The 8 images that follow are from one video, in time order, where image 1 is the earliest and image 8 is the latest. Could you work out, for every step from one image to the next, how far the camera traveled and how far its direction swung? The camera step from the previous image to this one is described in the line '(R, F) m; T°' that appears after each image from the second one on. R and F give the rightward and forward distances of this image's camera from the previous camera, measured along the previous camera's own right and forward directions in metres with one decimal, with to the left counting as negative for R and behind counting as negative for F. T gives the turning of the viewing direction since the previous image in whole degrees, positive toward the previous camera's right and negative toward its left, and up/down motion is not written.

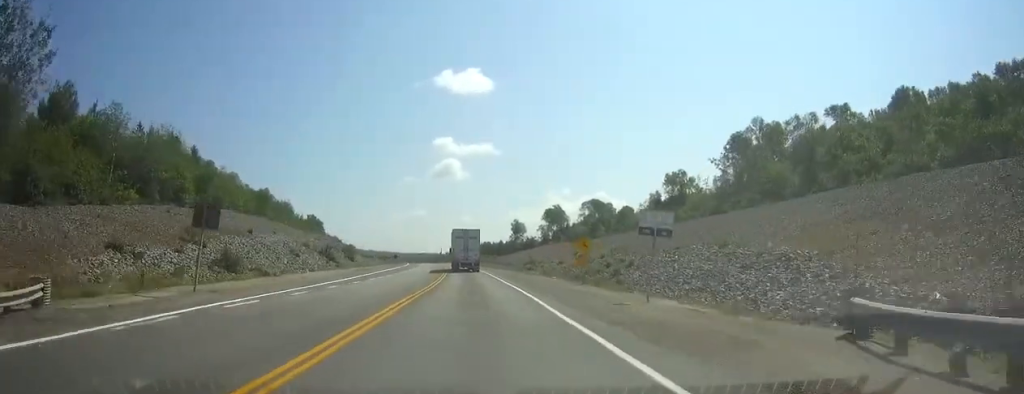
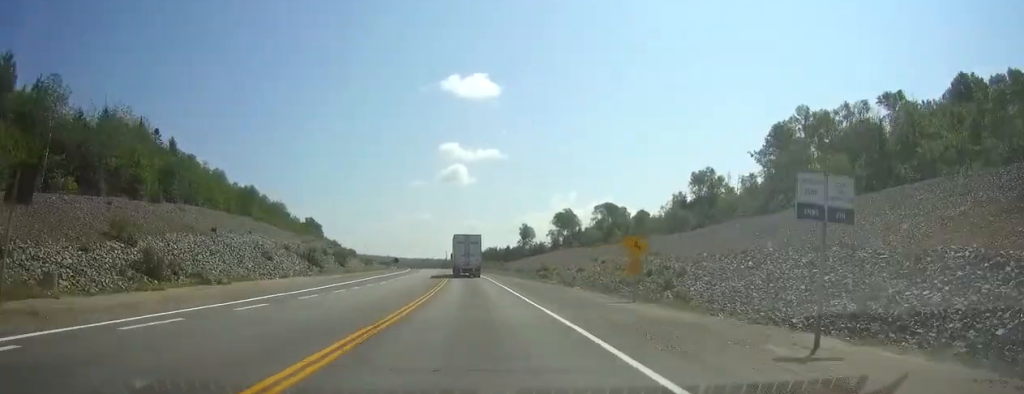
(0.0, +12.1) m; -1°
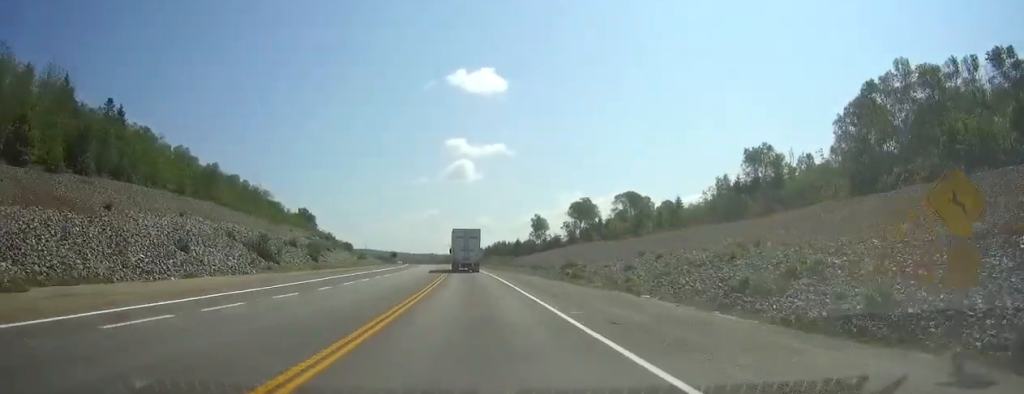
(-0.2, +20.6) m; -1°
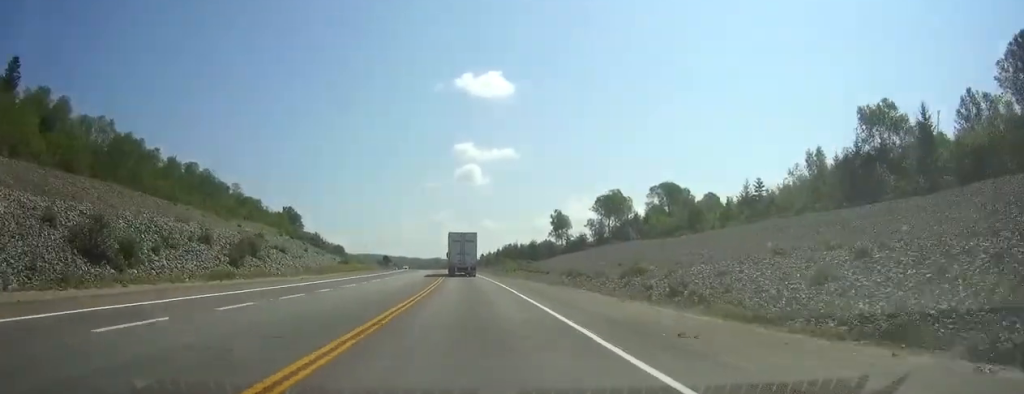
(-0.2, +29.1) m; -1°
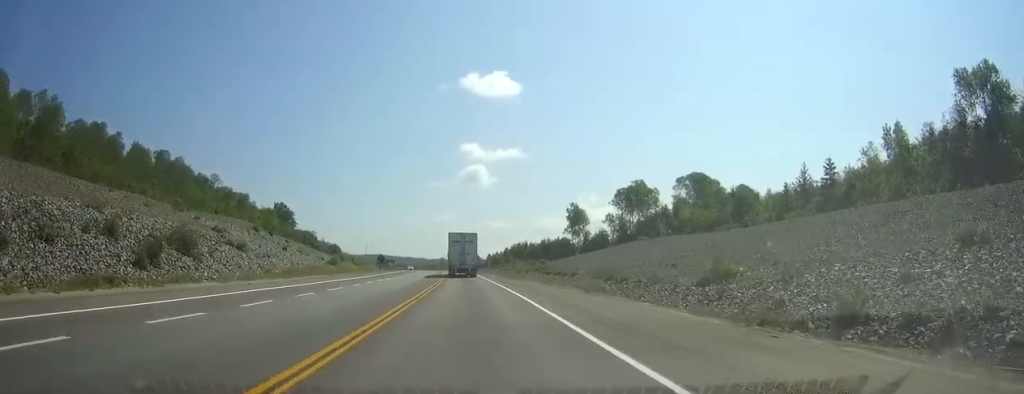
(-0.1, +16.1) m; 0°
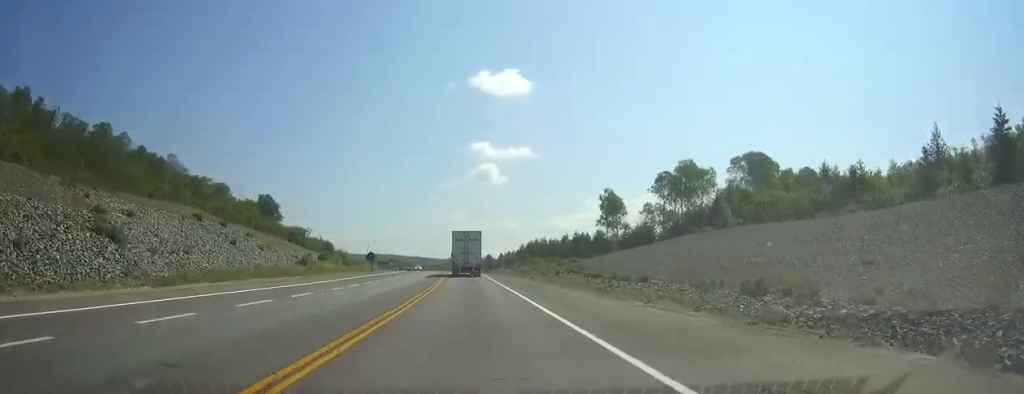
(-0.2, +24.6) m; -1°
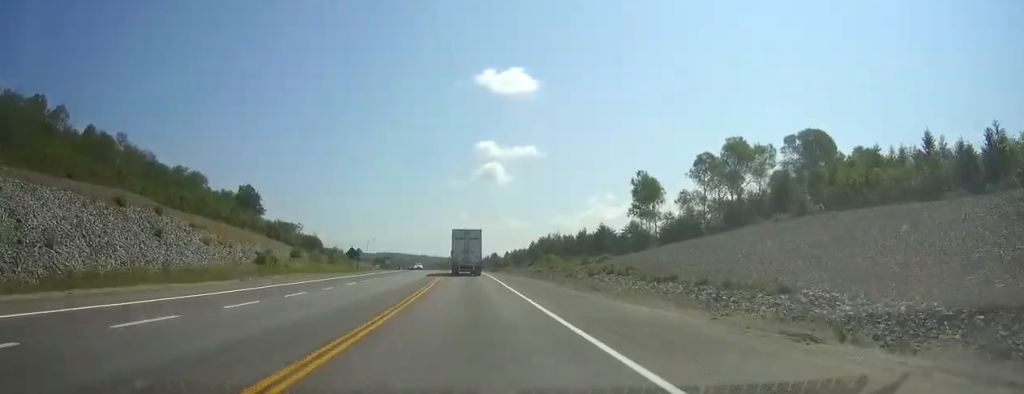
(-0.1, +19.1) m; -1°
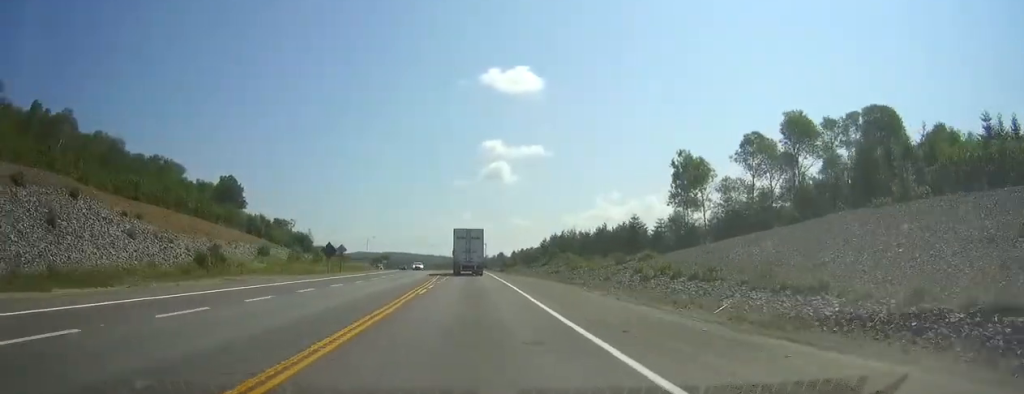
(-0.1, +16.2) m; 0°
